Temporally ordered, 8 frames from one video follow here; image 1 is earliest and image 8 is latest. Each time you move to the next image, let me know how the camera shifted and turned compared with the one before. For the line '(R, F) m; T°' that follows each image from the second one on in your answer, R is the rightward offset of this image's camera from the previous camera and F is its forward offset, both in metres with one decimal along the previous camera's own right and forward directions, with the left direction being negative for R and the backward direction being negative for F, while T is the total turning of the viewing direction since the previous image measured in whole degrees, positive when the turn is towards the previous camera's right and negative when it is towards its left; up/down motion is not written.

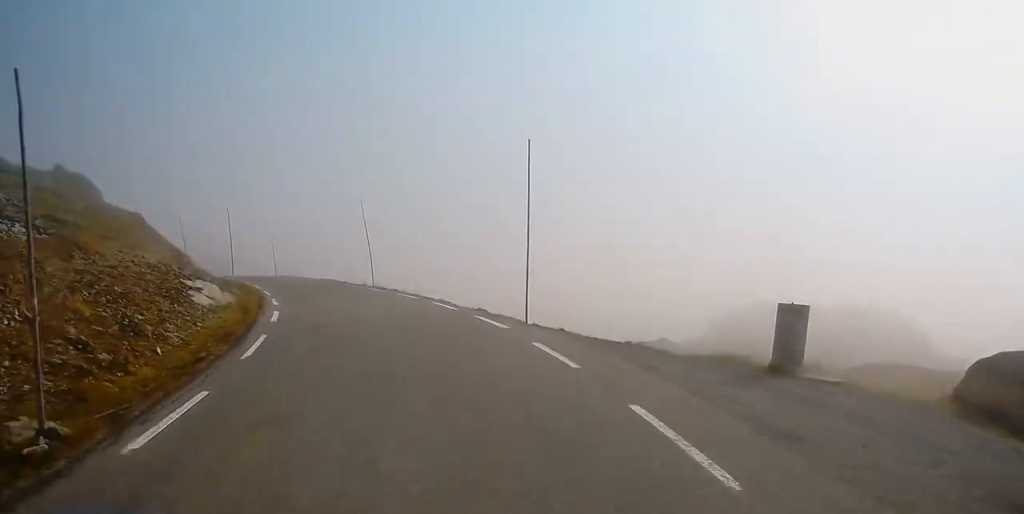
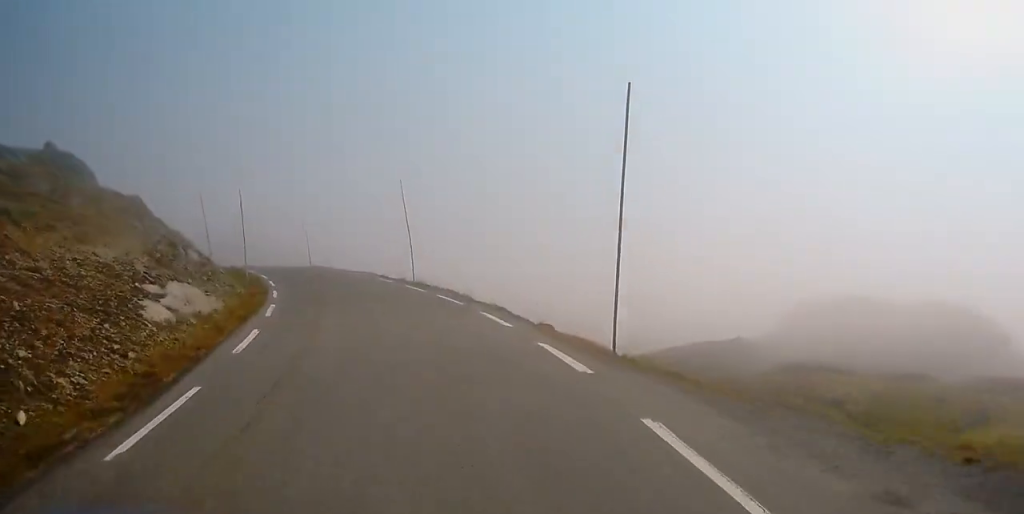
(0.0, +6.9) m; -3°
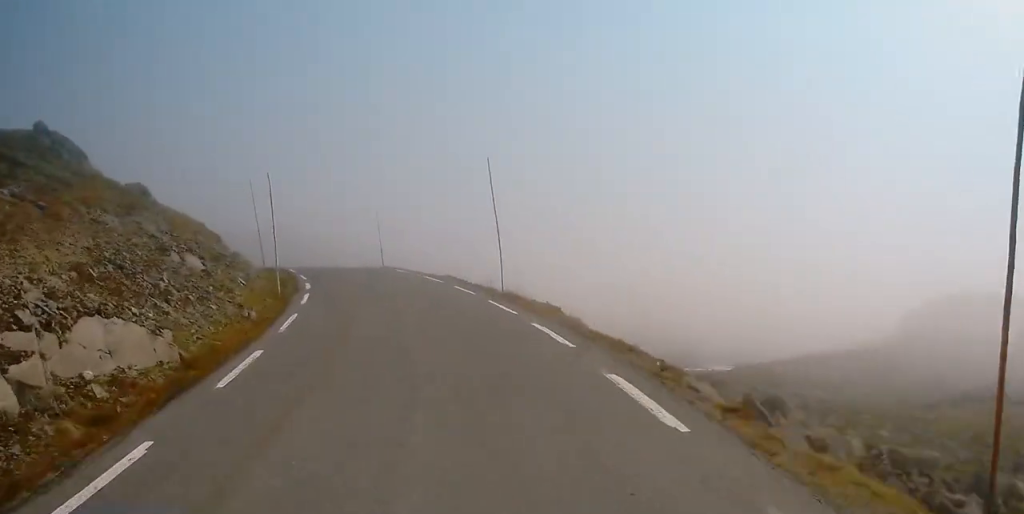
(-0.6, +9.3) m; -4°
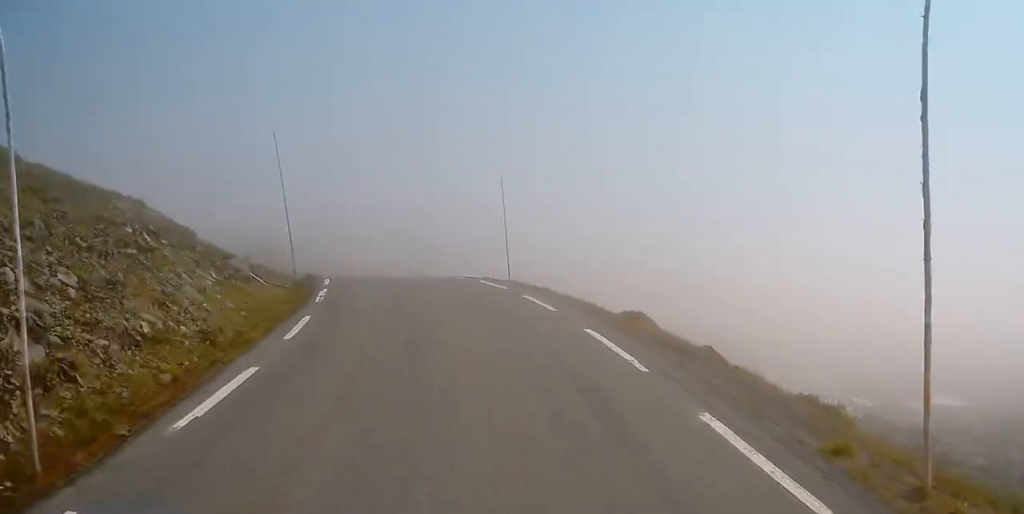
(-2.0, +21.4) m; -13°
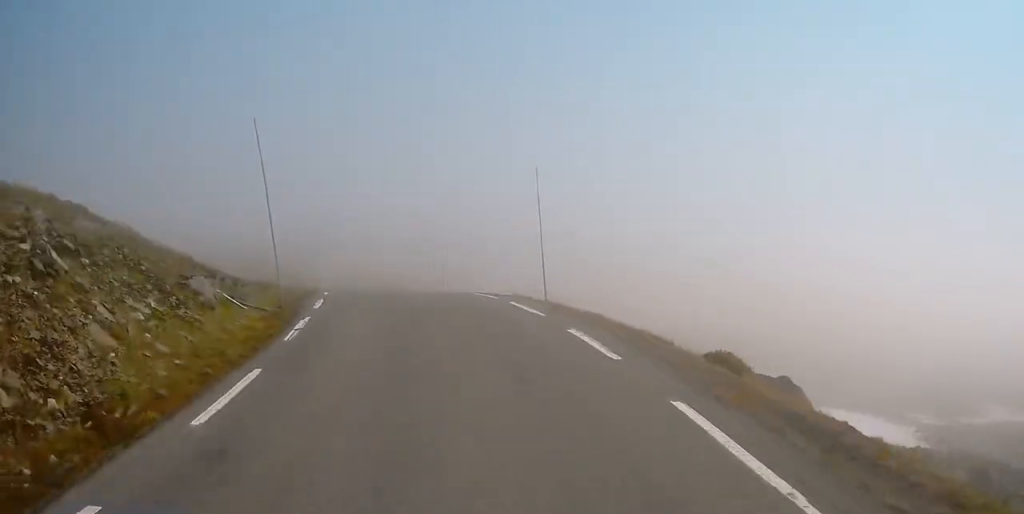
(-0.2, +5.6) m; -3°
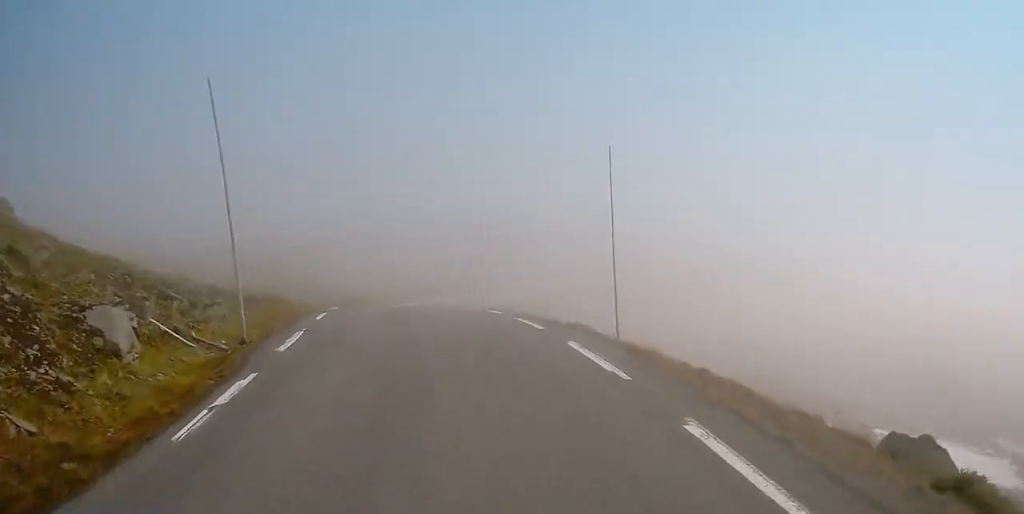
(-0.1, +6.8) m; -1°
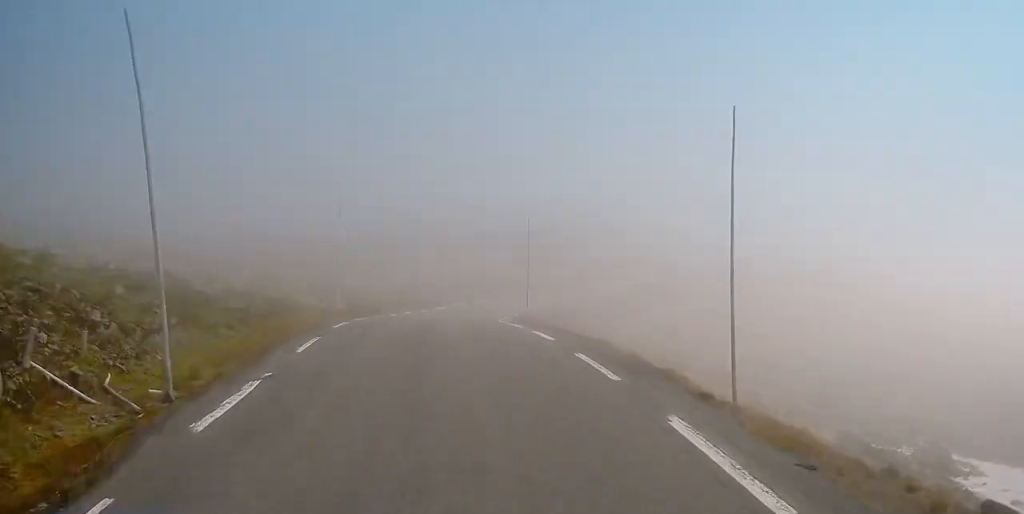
(-0.1, +5.6) m; -1°
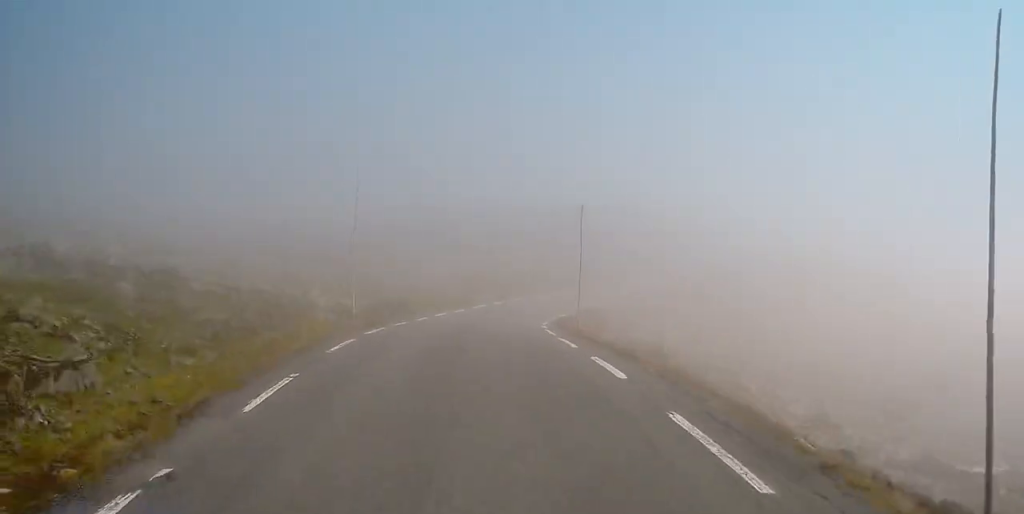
(0.0, +5.1) m; -1°
